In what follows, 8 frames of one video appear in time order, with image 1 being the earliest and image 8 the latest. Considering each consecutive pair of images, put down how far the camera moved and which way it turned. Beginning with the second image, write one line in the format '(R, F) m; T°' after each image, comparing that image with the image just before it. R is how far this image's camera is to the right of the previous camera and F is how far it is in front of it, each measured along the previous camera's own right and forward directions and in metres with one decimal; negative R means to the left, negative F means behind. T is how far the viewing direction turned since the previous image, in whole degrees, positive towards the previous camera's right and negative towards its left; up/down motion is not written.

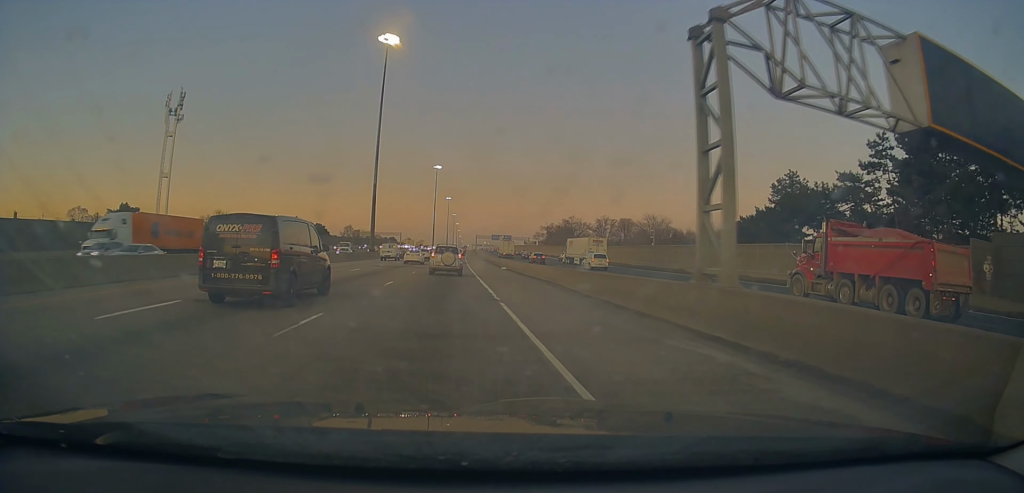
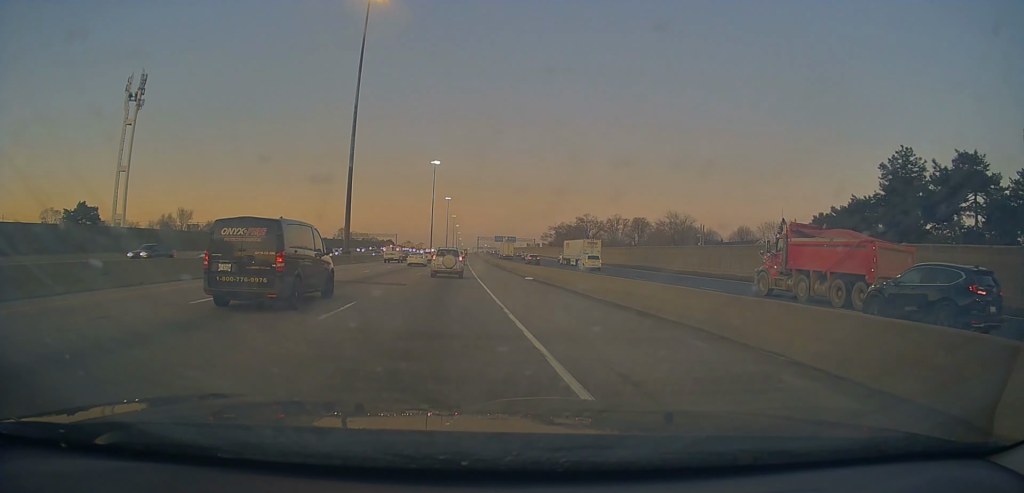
(0.0, +19.8) m; +1°
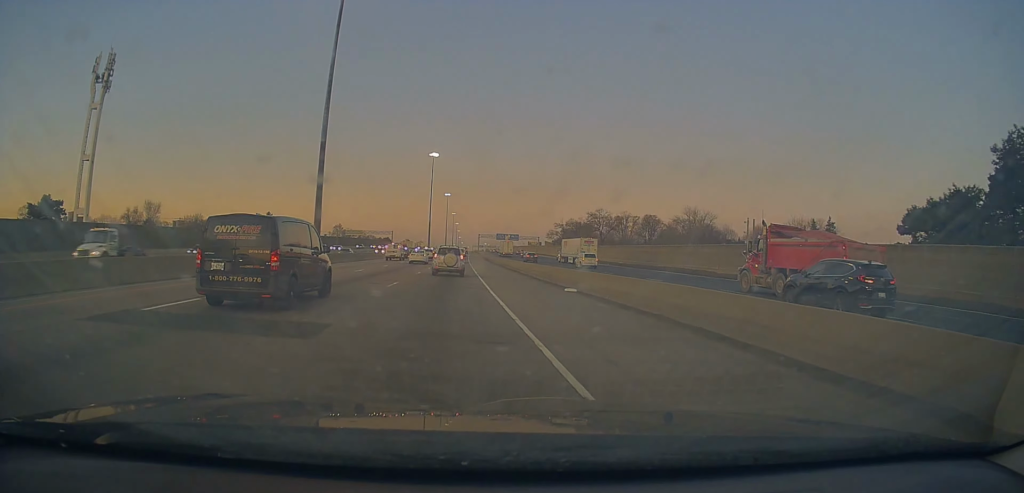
(+0.1, +14.0) m; 0°
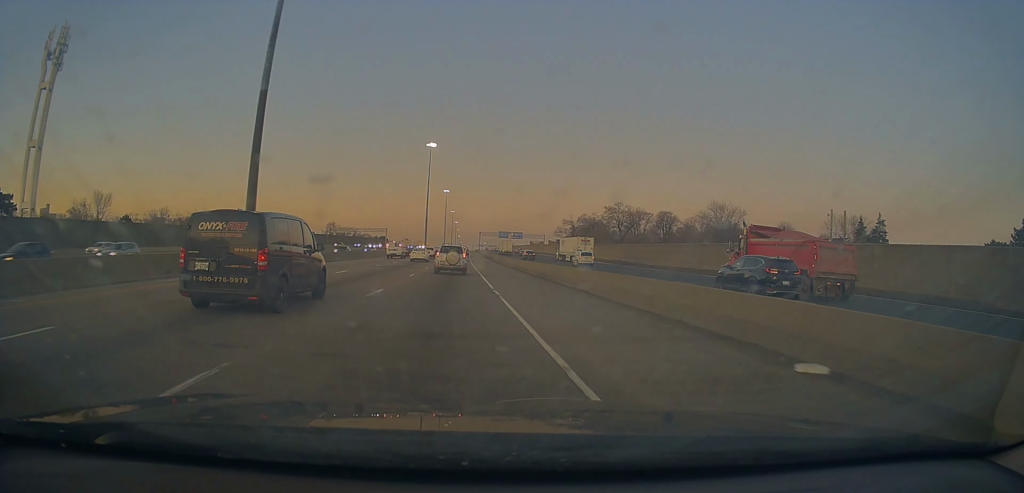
(+0.1, +17.1) m; 0°
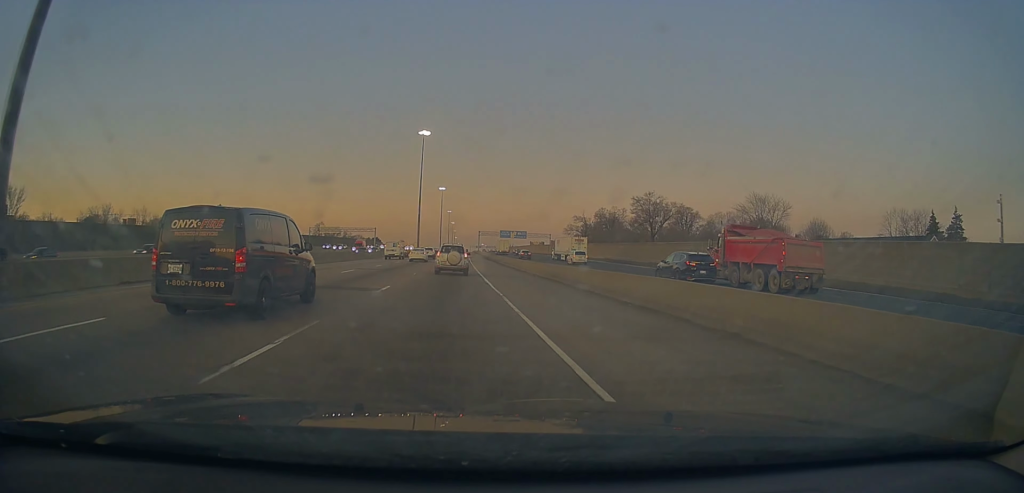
(-0.2, +21.9) m; 0°
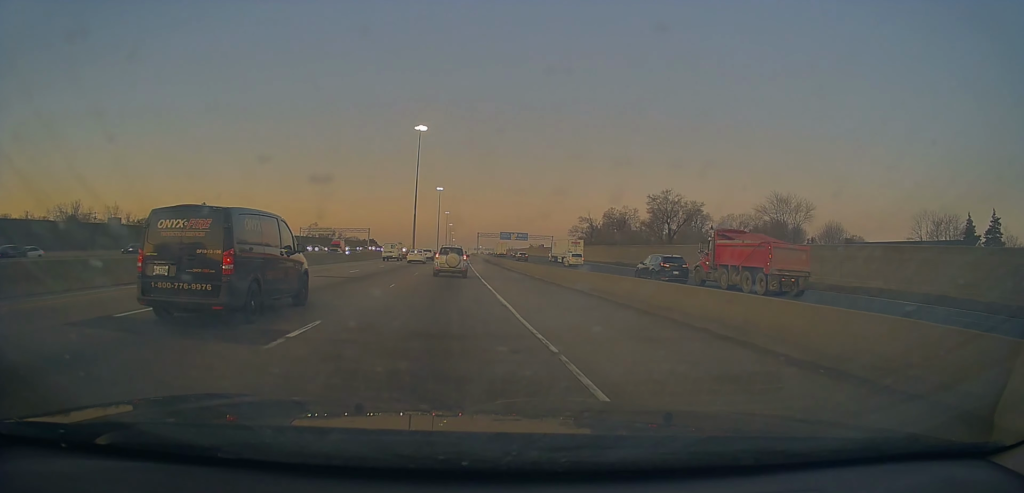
(+0.2, +9.6) m; 0°
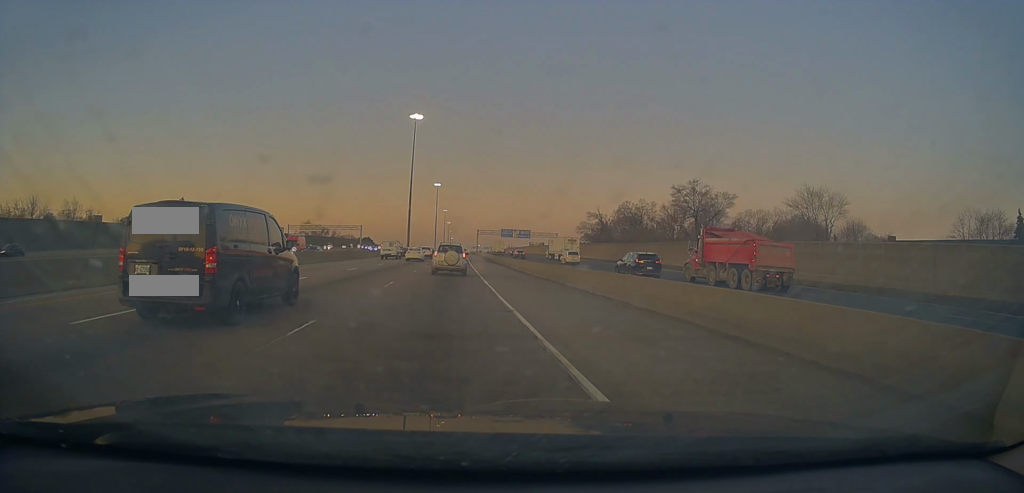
(+0.1, +11.9) m; 0°
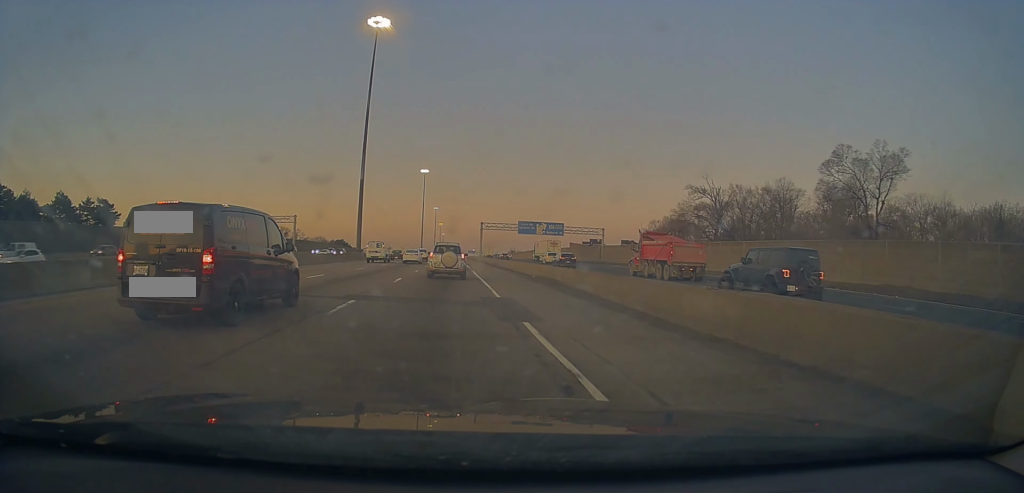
(0.0, +67.6) m; 0°
